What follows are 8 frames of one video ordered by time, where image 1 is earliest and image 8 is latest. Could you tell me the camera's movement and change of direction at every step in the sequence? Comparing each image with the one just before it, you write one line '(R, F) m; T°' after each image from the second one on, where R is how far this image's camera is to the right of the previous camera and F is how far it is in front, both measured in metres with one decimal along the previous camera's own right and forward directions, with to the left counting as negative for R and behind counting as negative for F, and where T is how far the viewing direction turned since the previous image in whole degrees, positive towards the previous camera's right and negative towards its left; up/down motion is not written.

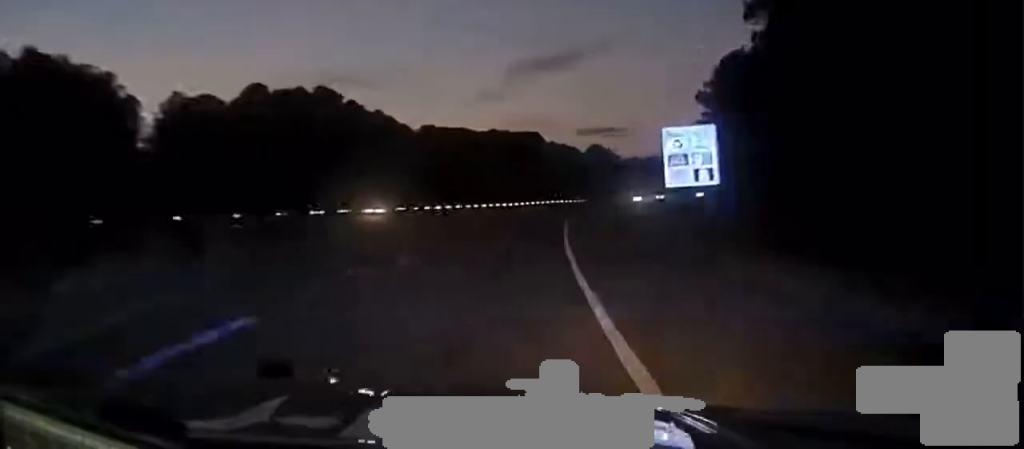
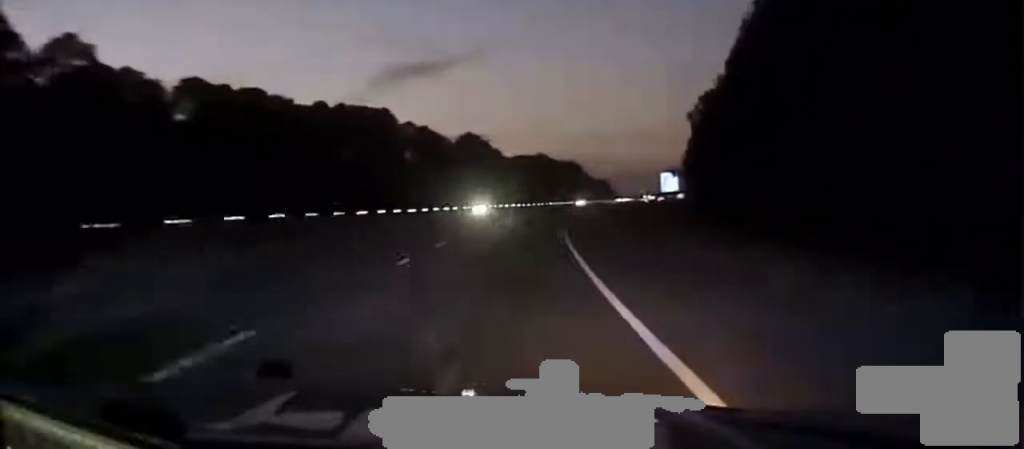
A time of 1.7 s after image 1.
(+9.0, +97.5) m; +9°
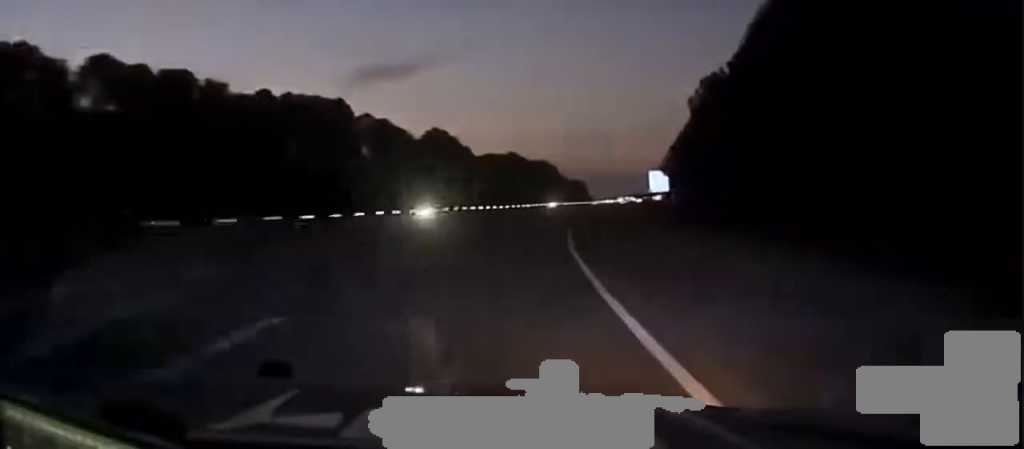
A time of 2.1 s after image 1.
(+0.5, +23.2) m; +1°
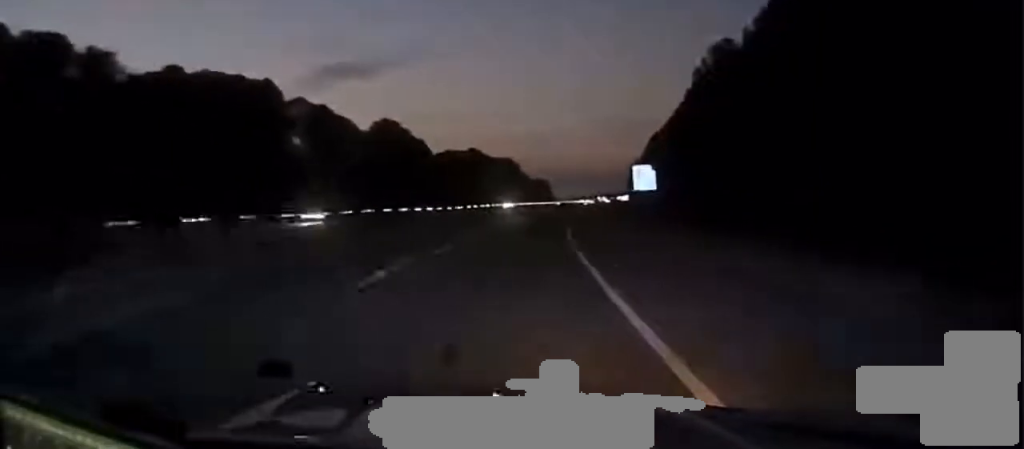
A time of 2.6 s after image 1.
(-0.1, +29.0) m; +1°
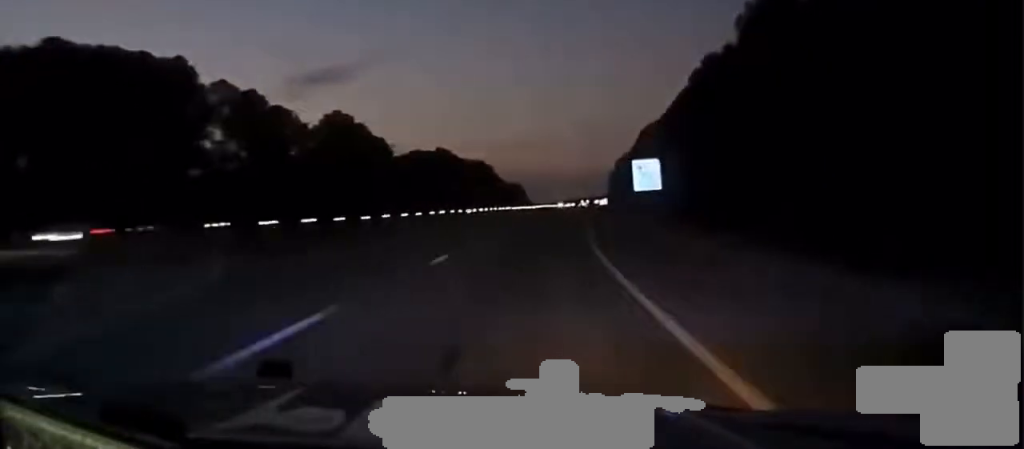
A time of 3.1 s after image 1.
(-0.2, +31.0) m; +1°
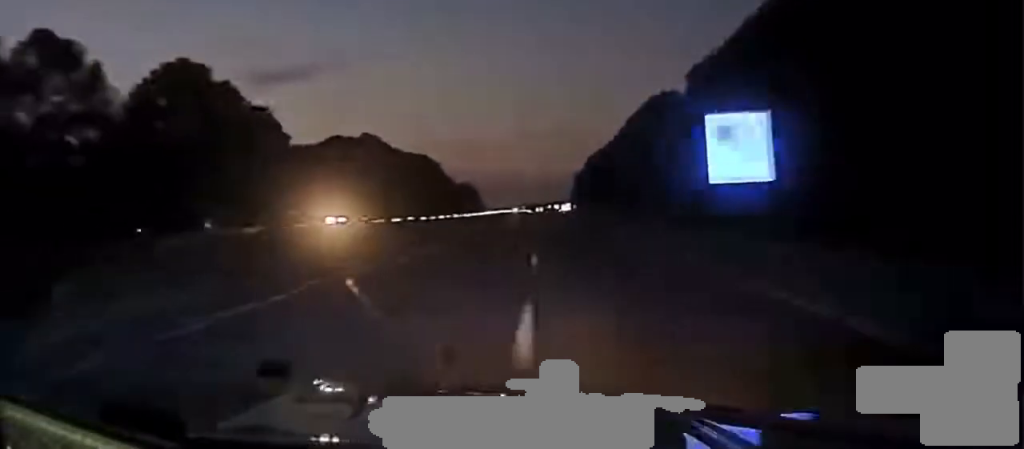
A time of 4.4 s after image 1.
(+2.8, +71.8) m; +3°
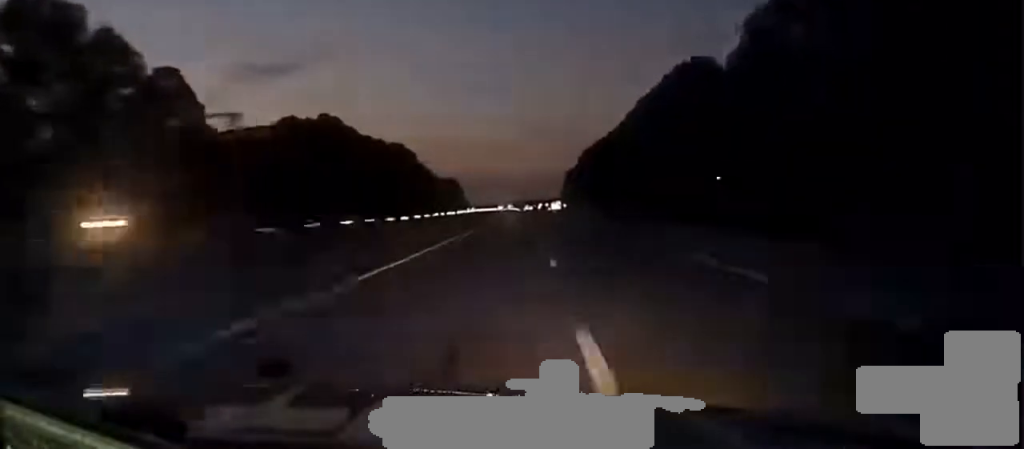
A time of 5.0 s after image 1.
(+0.4, +39.0) m; +1°
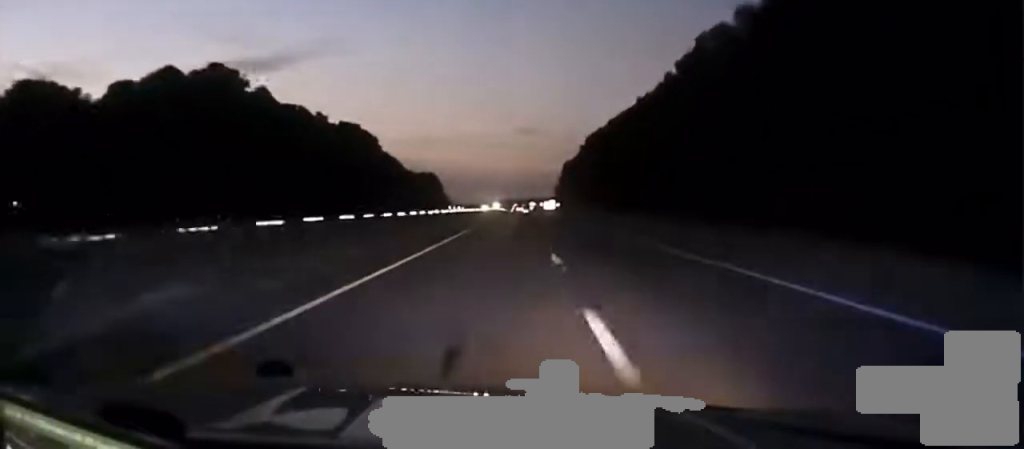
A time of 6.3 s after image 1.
(+0.3, +72.9) m; +1°
